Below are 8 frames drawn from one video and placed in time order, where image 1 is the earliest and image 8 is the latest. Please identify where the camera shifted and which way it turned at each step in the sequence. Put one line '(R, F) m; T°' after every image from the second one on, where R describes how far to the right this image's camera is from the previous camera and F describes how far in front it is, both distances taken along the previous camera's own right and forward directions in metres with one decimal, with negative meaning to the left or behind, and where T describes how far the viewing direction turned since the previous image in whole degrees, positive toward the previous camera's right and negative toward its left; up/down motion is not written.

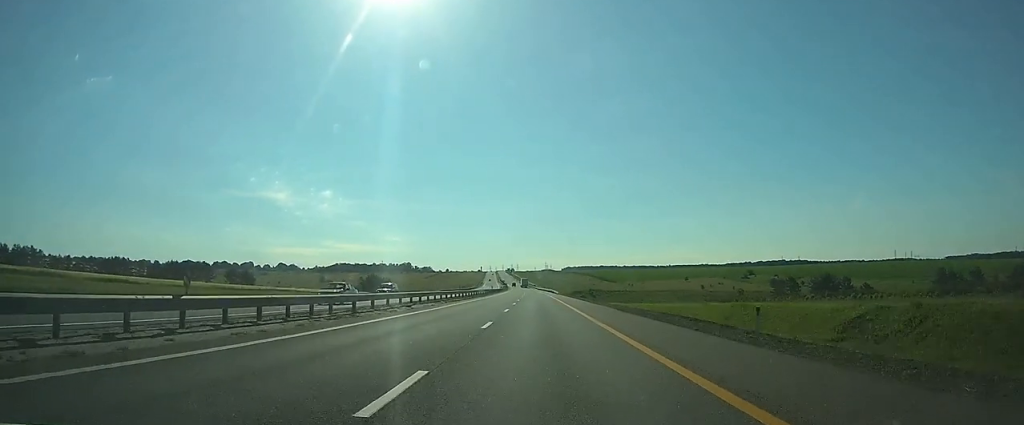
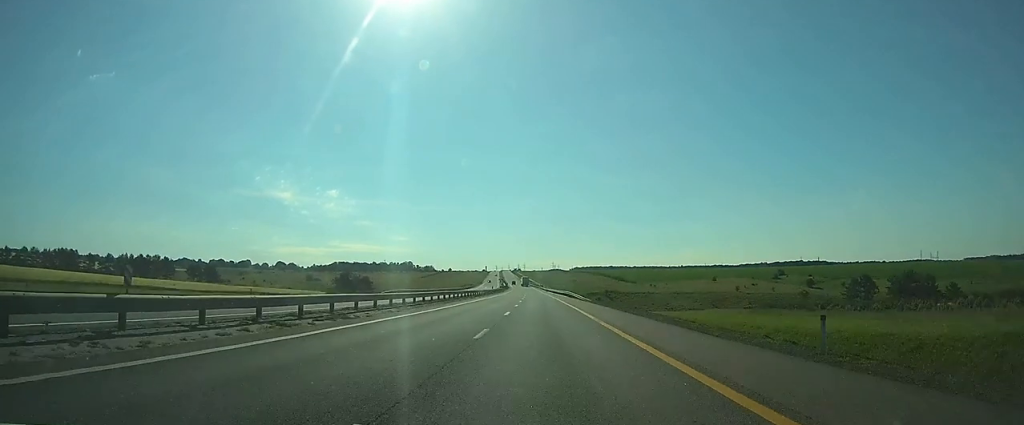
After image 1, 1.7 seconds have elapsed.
(-0.3, +50.6) m; -1°
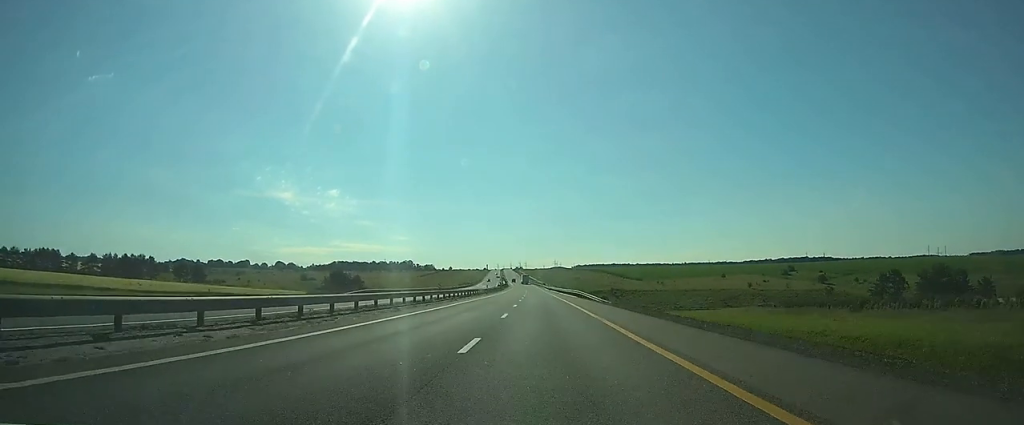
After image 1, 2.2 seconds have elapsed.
(0.0, +15.1) m; 0°
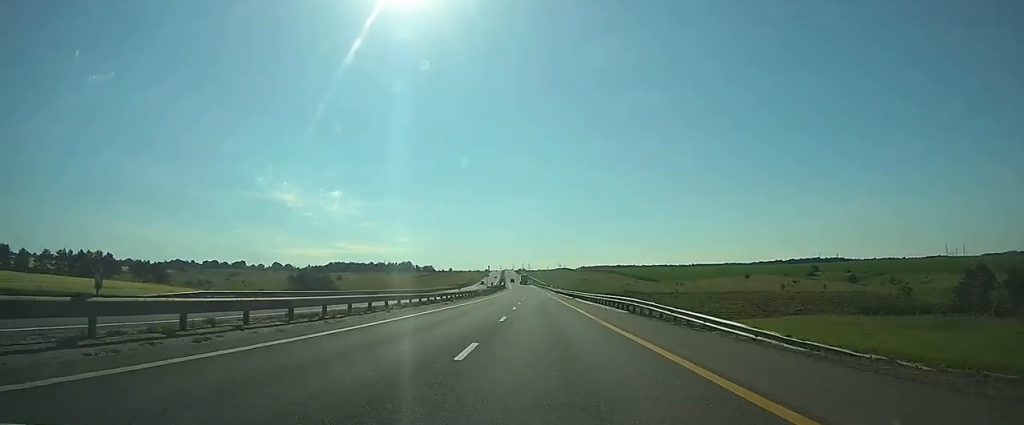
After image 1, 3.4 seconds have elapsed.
(-0.2, +36.4) m; -1°
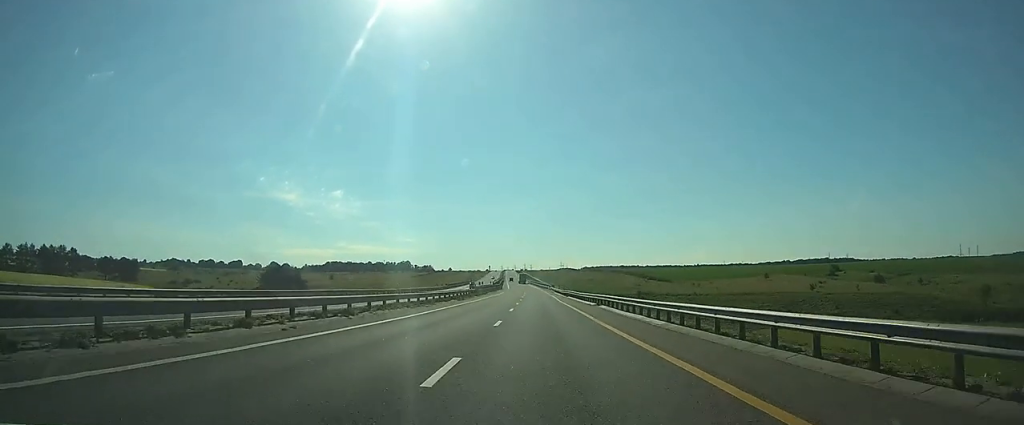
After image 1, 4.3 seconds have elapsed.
(0.0, +26.5) m; 0°
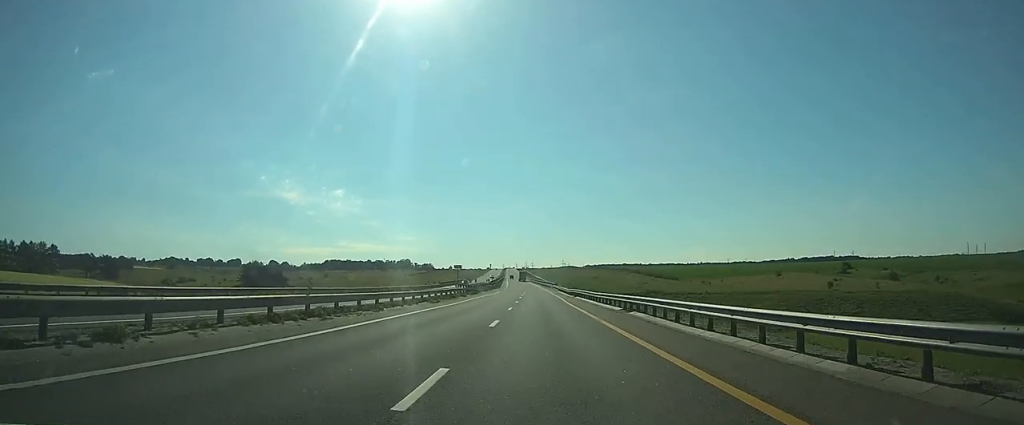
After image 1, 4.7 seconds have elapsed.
(0.0, +13.3) m; 0°
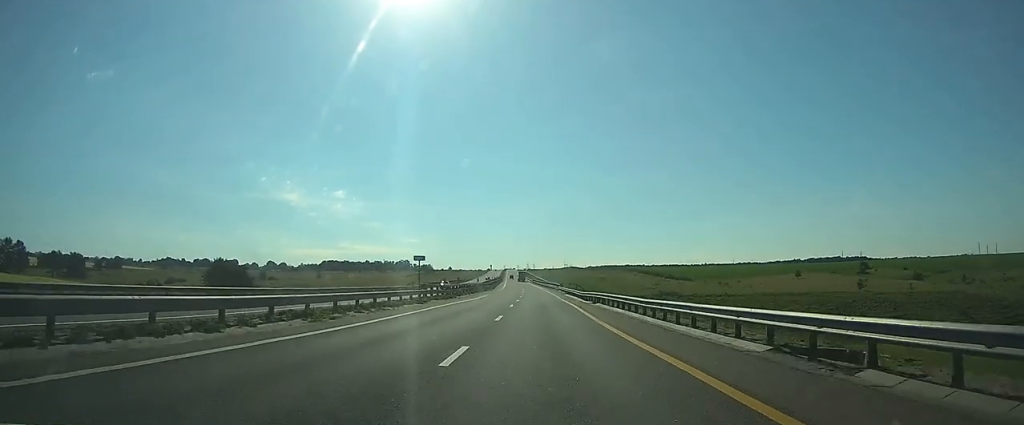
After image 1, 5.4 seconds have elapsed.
(0.0, +20.5) m; 0°
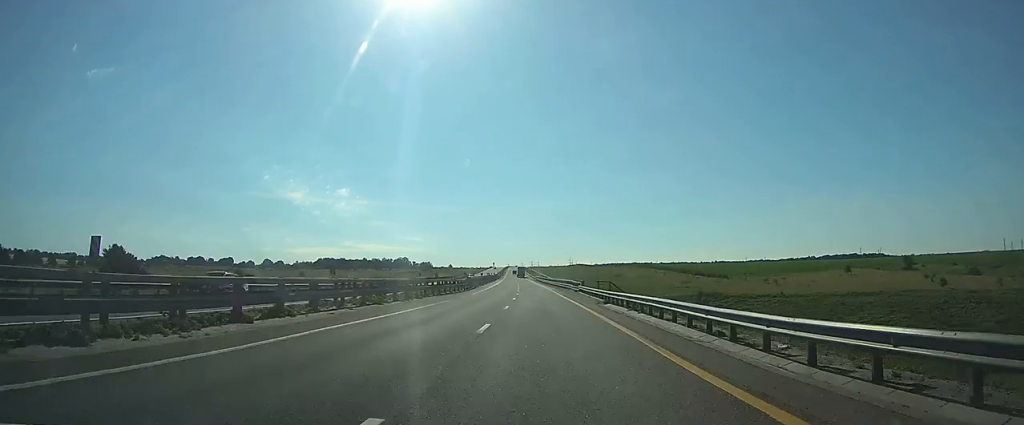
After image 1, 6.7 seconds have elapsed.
(-0.1, +42.1) m; -1°
